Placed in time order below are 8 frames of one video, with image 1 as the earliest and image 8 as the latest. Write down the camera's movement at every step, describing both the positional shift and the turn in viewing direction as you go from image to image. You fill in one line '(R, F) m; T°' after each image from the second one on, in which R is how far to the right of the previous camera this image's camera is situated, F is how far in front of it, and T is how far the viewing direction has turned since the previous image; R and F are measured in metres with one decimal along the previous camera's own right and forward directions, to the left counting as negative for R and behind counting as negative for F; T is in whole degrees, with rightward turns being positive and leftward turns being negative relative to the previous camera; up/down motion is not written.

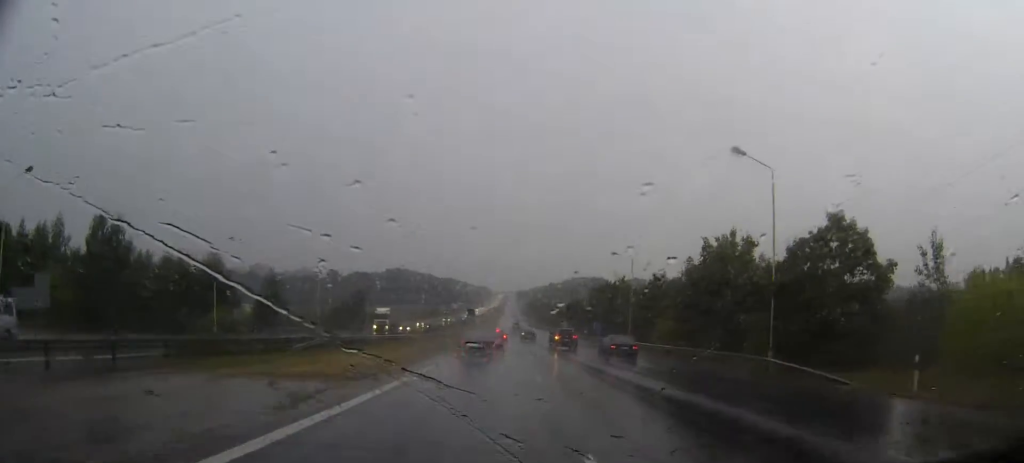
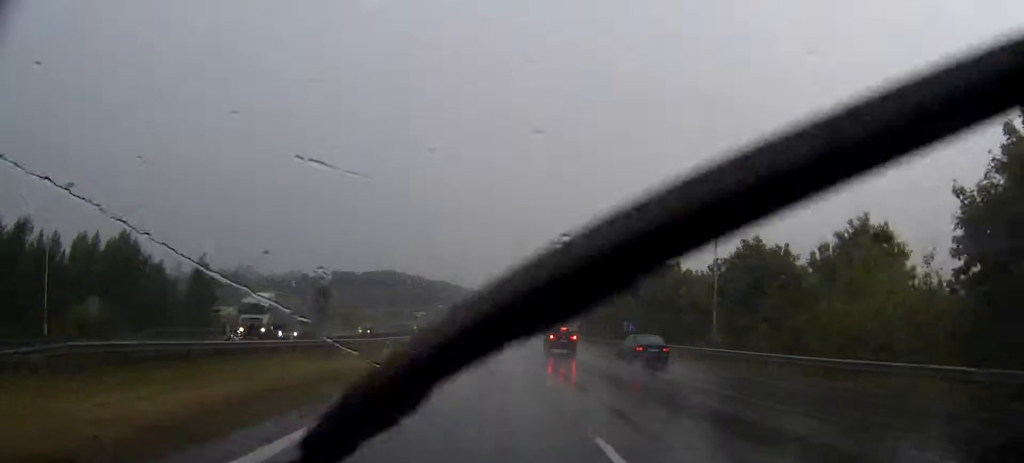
(+0.1, +31.1) m; 0°
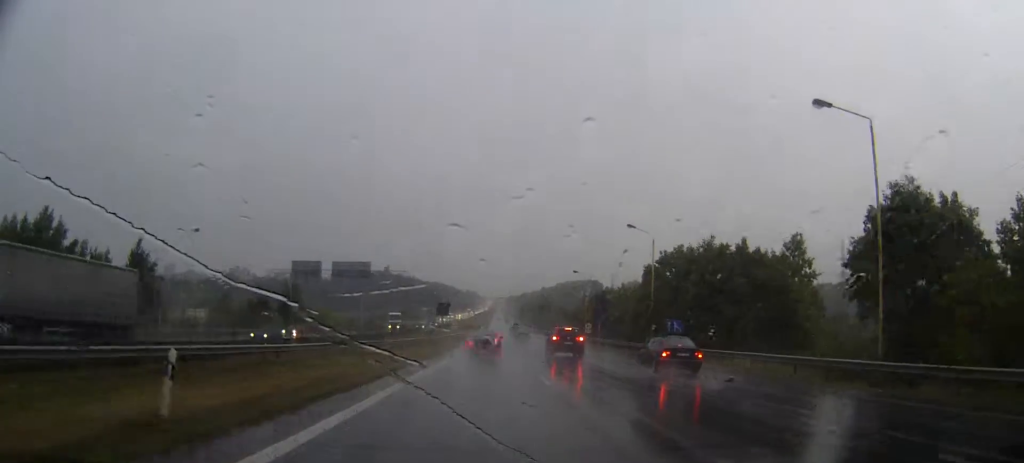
(0.0, +20.3) m; 0°
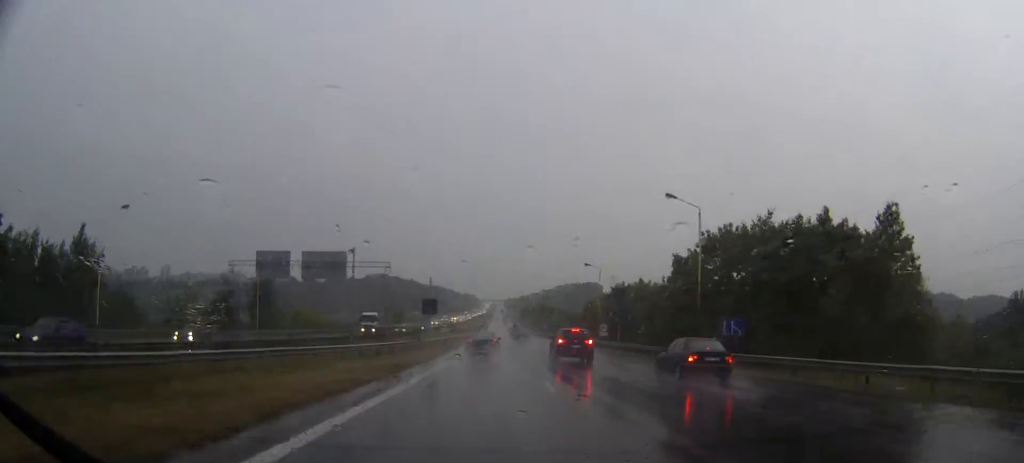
(0.0, +14.1) m; 0°
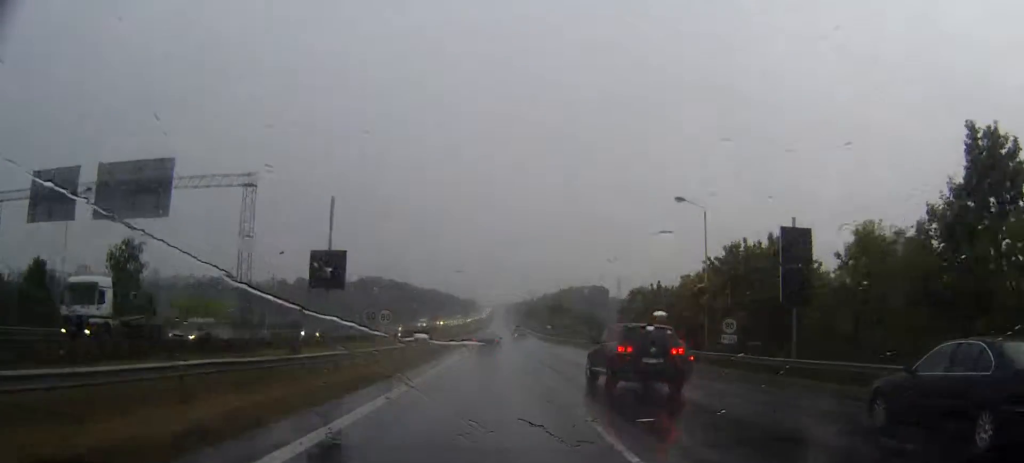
(-0.1, +44.2) m; 0°
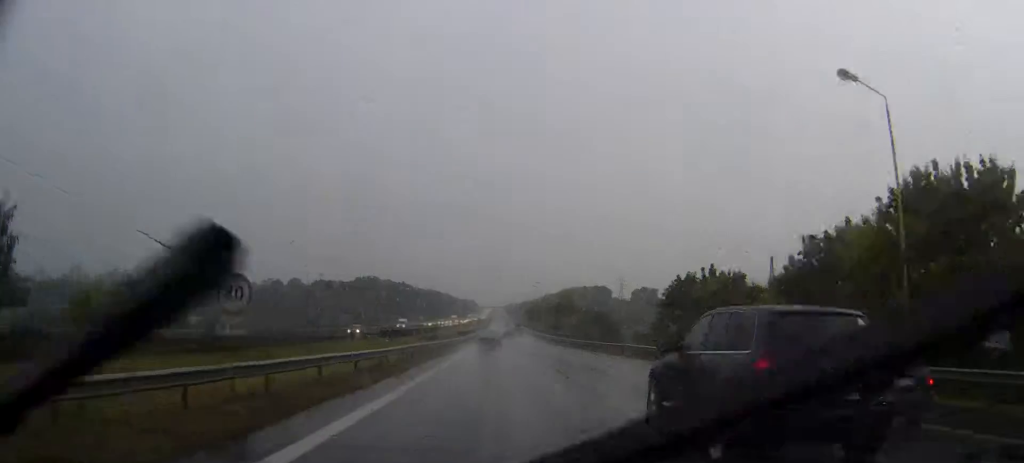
(0.0, +22.1) m; 0°
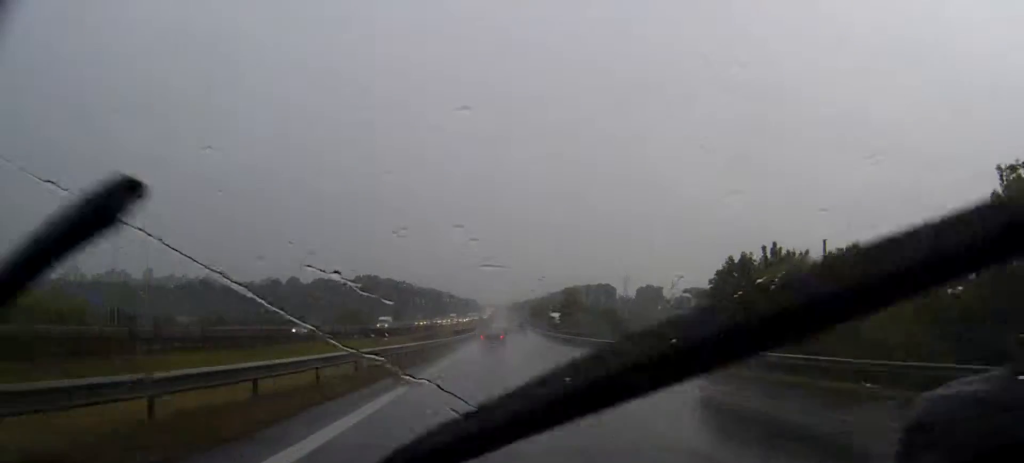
(0.0, +14.7) m; 0°
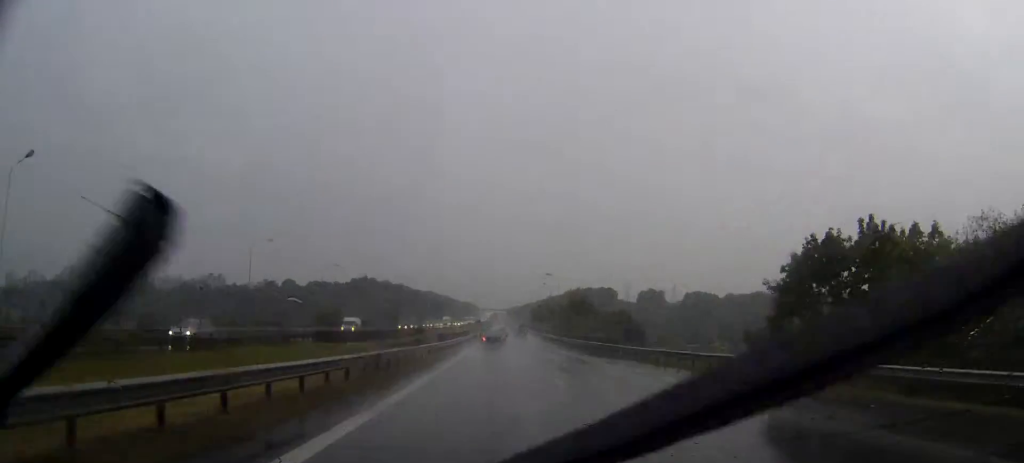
(0.0, +14.7) m; 0°
